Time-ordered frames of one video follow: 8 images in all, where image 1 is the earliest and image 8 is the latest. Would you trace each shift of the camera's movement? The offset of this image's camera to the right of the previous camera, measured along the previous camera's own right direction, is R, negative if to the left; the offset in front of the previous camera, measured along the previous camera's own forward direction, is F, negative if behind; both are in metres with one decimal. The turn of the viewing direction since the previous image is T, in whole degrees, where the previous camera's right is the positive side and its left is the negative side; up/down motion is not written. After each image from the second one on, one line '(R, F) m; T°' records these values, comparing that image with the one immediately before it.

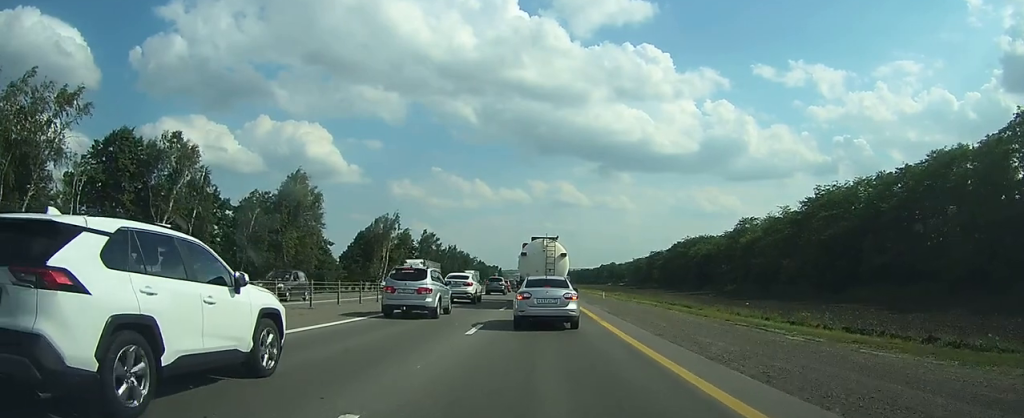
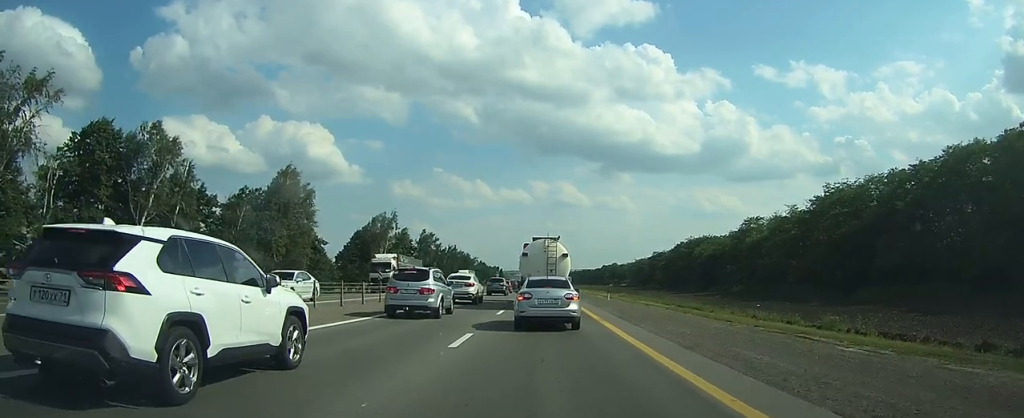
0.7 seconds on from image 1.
(0.0, +3.0) m; 0°
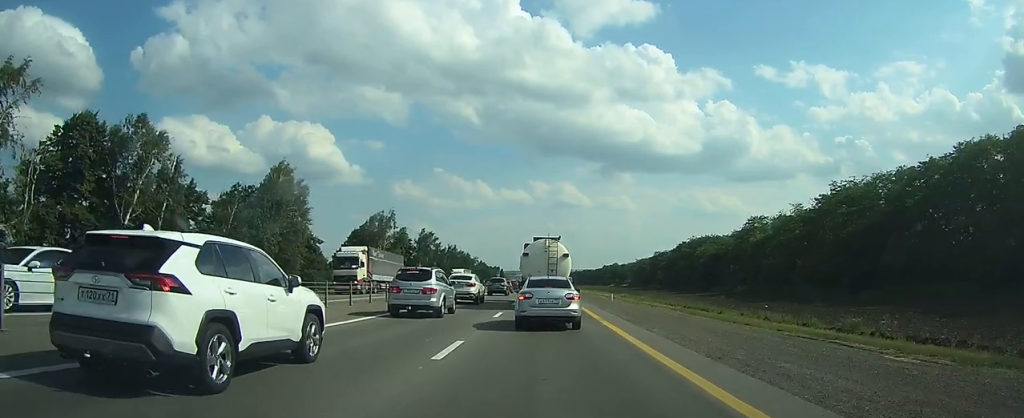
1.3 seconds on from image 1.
(0.0, +2.1) m; 0°
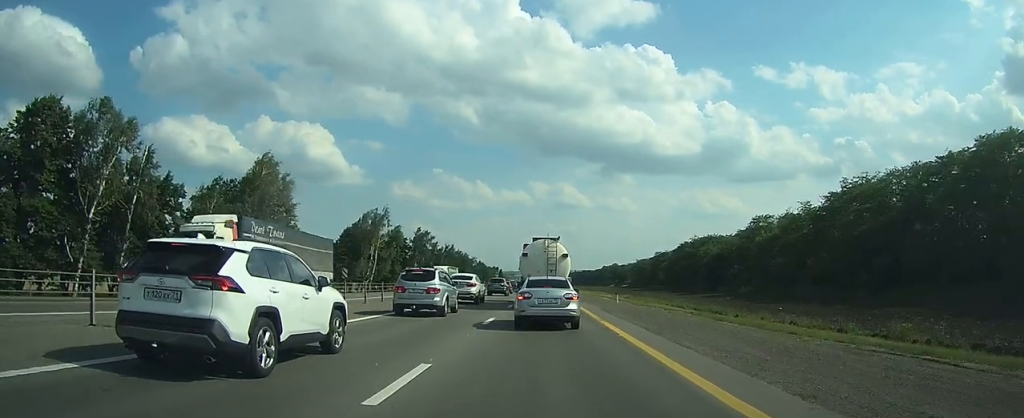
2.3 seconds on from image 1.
(0.0, +4.1) m; 0°
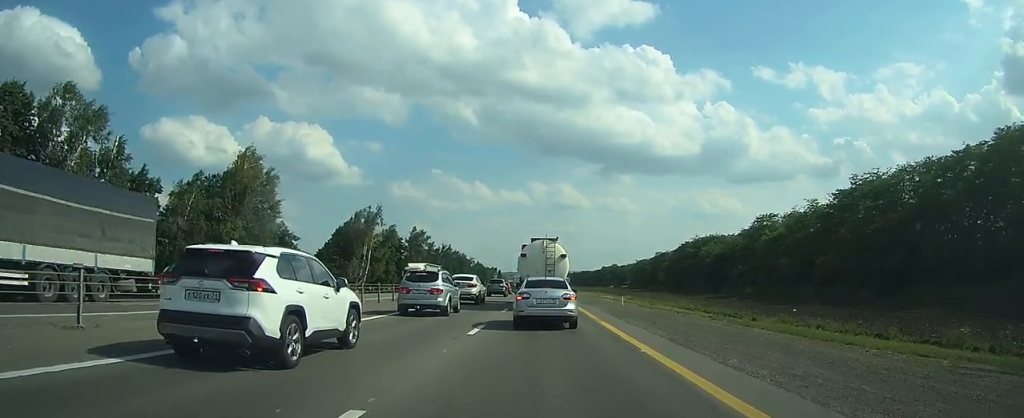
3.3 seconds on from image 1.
(0.0, +3.5) m; +1°
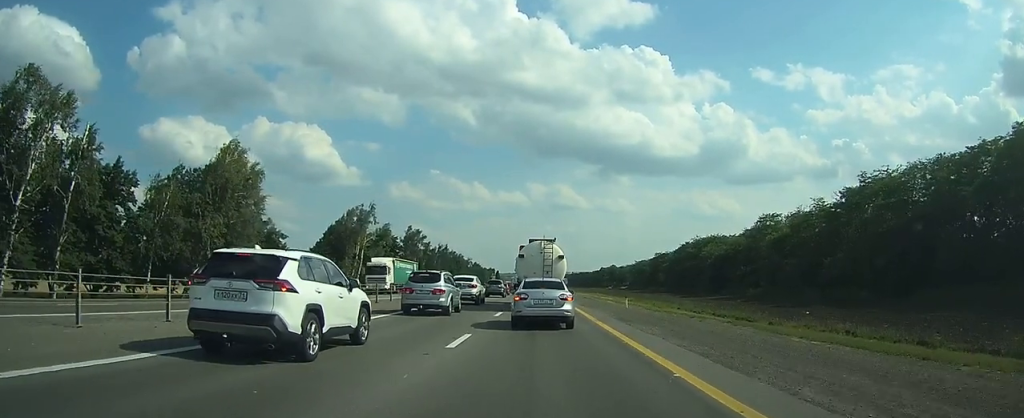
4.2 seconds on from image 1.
(0.0, +3.0) m; +1°
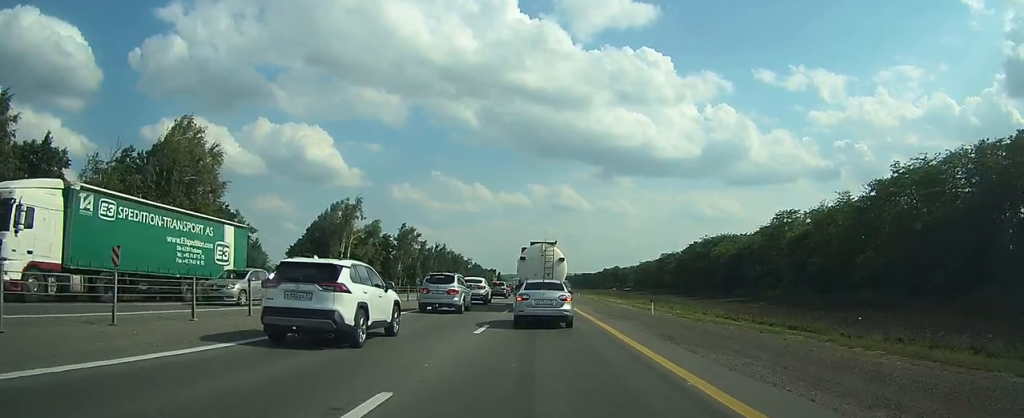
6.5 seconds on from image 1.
(+0.1, +8.0) m; +1°
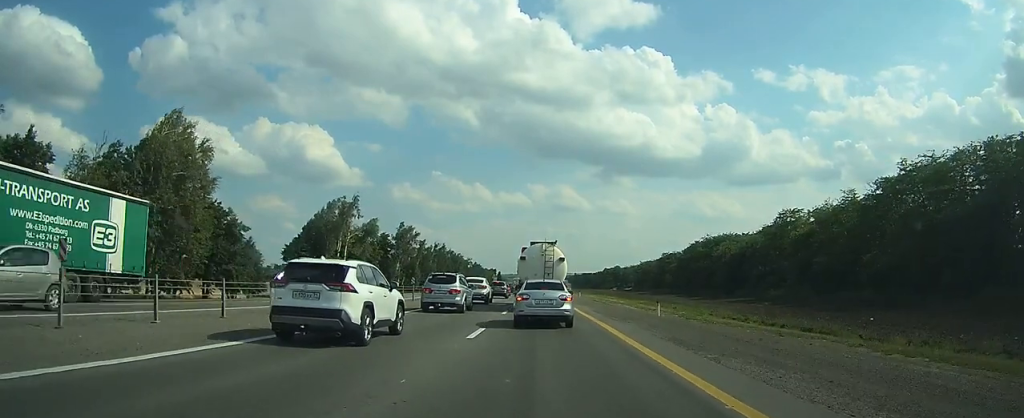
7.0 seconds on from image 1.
(0.0, +1.5) m; -1°
